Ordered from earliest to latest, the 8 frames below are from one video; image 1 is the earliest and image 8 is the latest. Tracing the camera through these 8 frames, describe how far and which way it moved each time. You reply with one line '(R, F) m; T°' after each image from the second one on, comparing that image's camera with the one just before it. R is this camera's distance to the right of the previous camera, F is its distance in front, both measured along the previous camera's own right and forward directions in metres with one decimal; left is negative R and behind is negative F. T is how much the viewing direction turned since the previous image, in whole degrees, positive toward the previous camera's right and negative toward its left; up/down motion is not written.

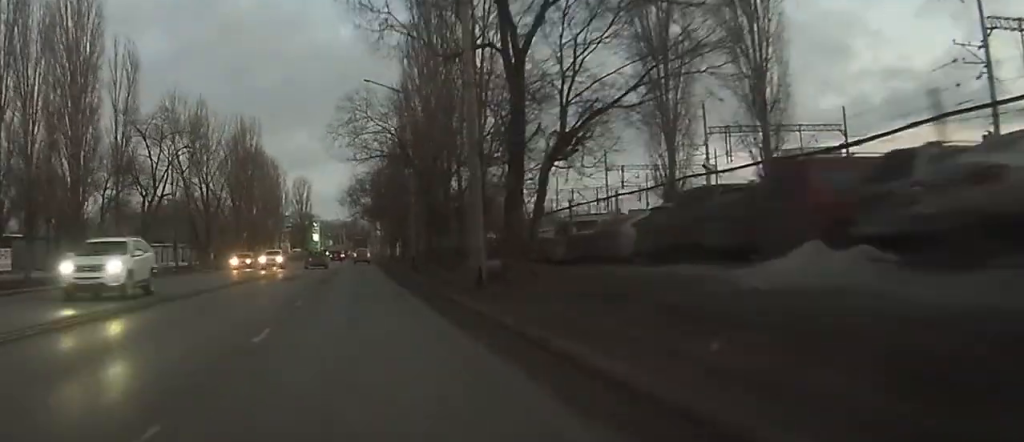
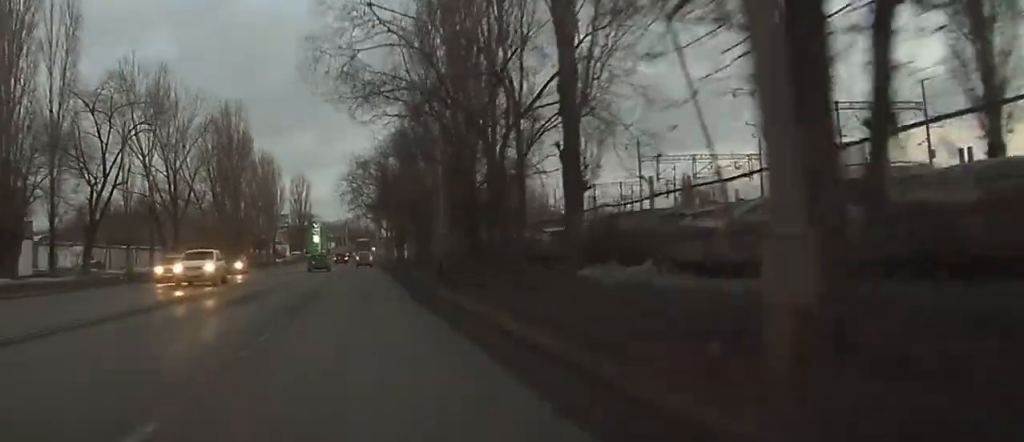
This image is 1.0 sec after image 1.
(0.0, +15.2) m; -1°
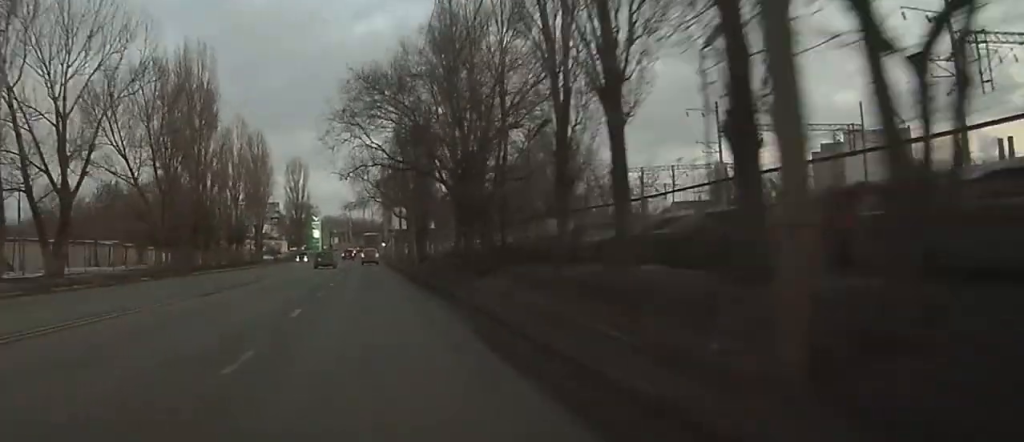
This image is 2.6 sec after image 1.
(-0.2, +26.5) m; -1°
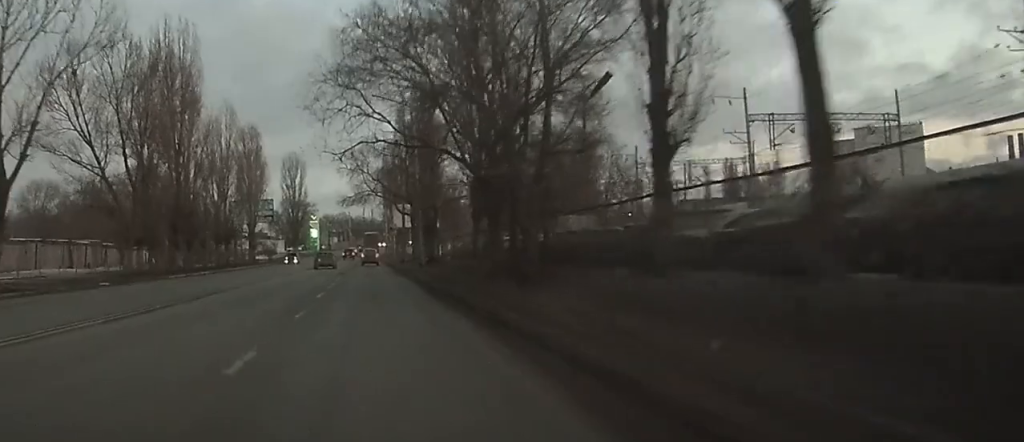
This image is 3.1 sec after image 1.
(0.0, +7.7) m; 0°
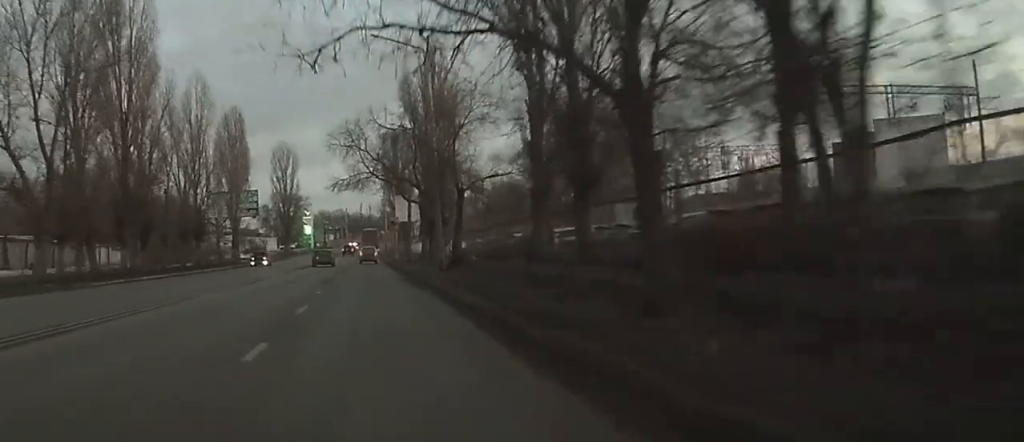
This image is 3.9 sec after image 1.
(-0.1, +14.5) m; 0°
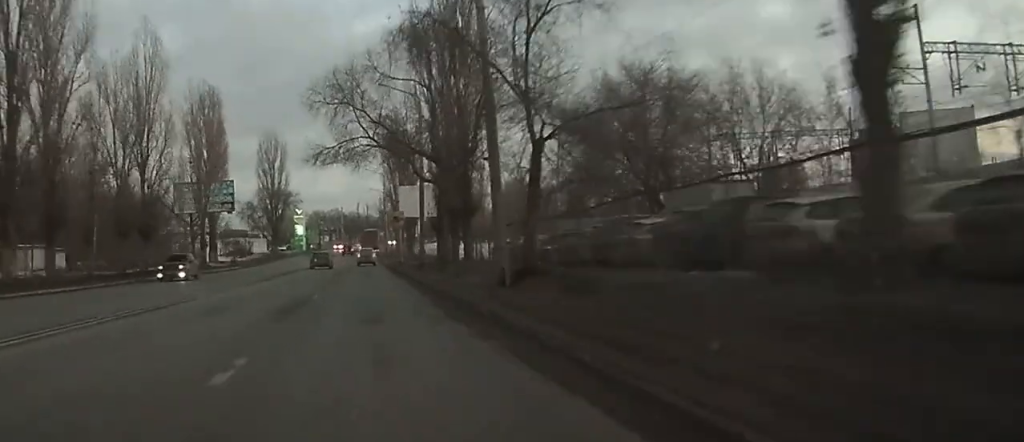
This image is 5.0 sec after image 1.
(+0.1, +17.5) m; 0°
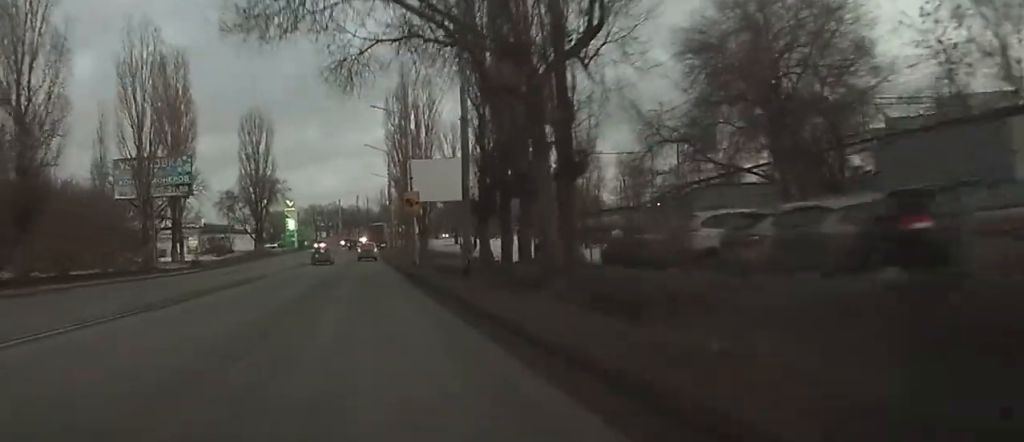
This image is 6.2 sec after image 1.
(-0.1, +21.6) m; 0°
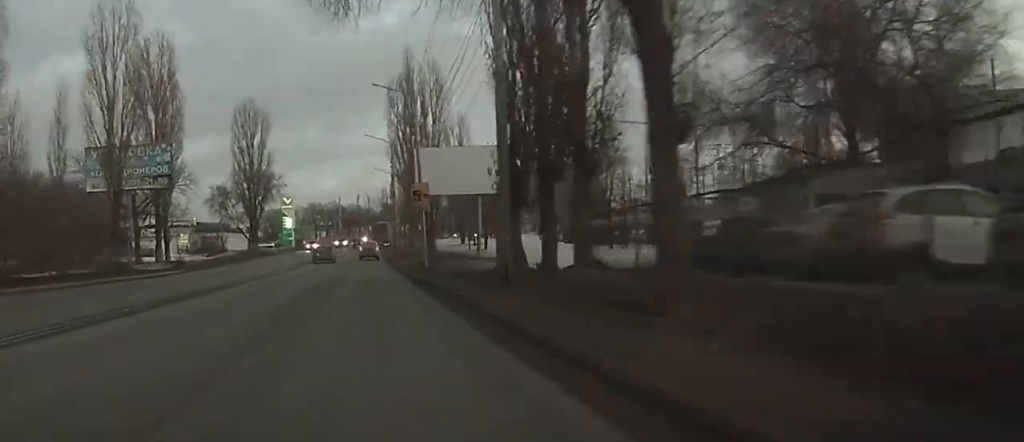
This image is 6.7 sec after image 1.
(0.0, +7.4) m; 0°
